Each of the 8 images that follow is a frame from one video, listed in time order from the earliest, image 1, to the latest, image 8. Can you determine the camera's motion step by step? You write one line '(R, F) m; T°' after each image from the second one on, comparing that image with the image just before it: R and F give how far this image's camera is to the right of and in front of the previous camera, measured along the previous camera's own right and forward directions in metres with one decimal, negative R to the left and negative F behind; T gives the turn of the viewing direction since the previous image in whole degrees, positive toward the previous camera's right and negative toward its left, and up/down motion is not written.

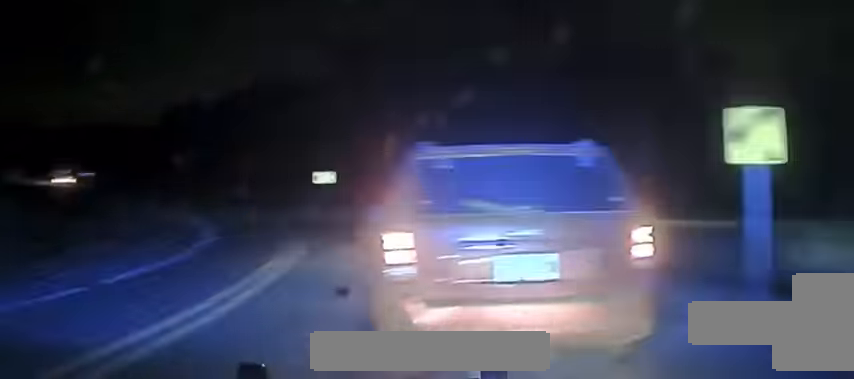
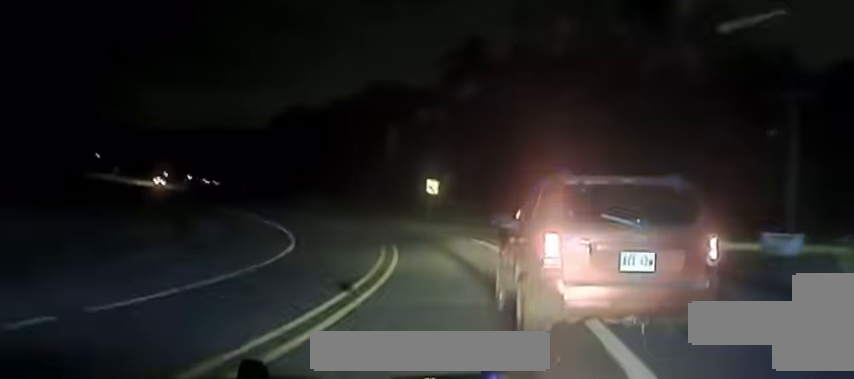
(-0.9, +5.6) m; -6°
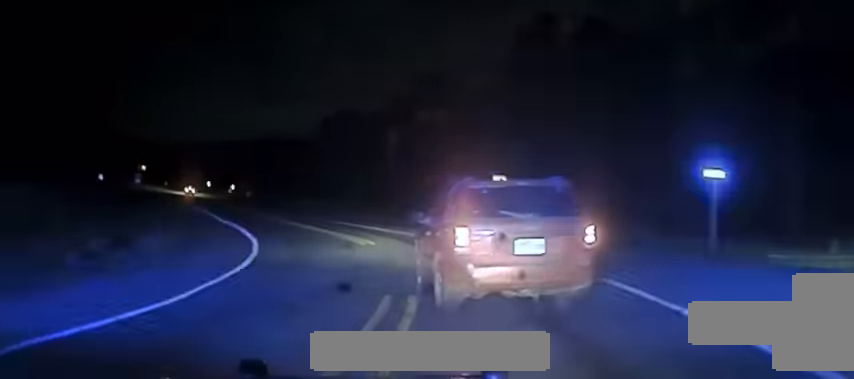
(-1.4, +15.6) m; -7°
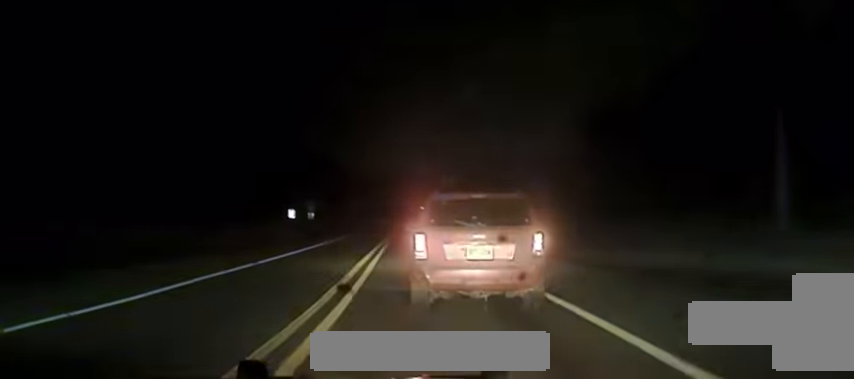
(-3.7, +35.7) m; -14°
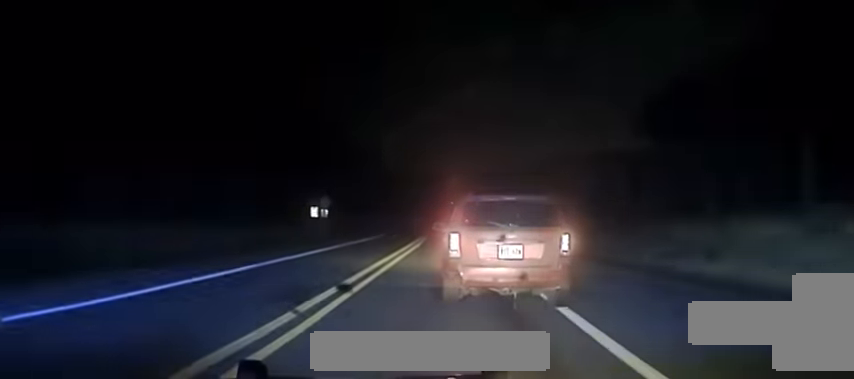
(-1.0, +16.0) m; -5°
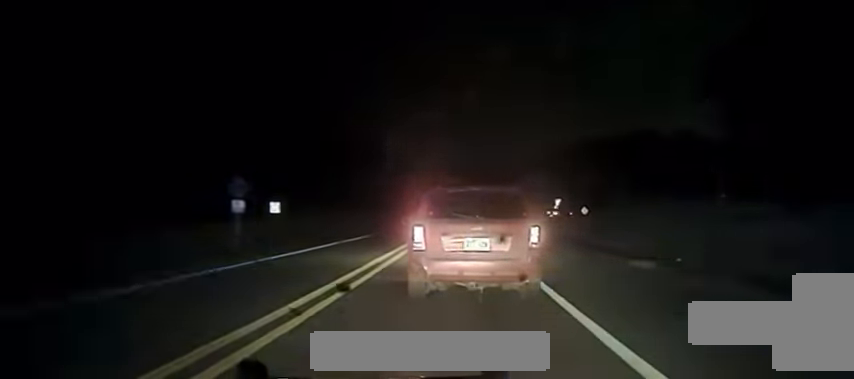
(-1.0, +25.3) m; -3°
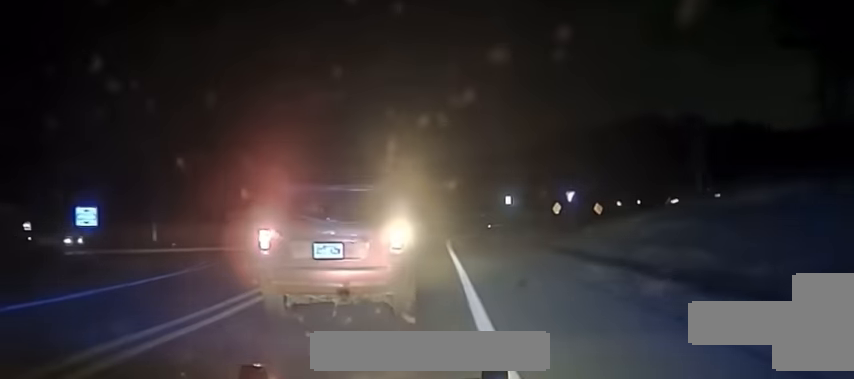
(+0.1, +33.2) m; +1°
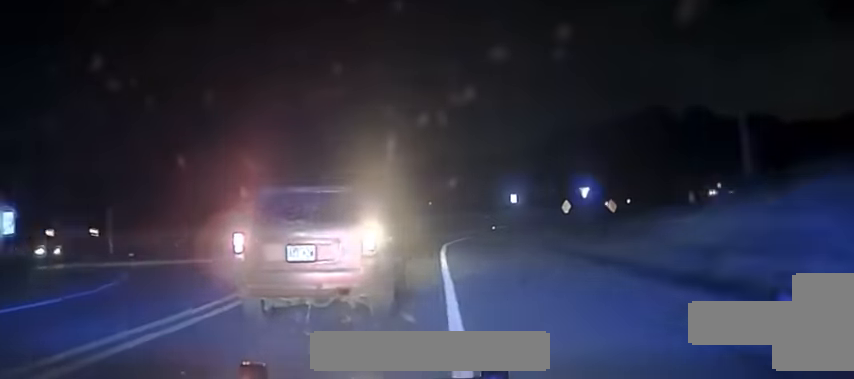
(+0.1, +9.0) m; +1°
